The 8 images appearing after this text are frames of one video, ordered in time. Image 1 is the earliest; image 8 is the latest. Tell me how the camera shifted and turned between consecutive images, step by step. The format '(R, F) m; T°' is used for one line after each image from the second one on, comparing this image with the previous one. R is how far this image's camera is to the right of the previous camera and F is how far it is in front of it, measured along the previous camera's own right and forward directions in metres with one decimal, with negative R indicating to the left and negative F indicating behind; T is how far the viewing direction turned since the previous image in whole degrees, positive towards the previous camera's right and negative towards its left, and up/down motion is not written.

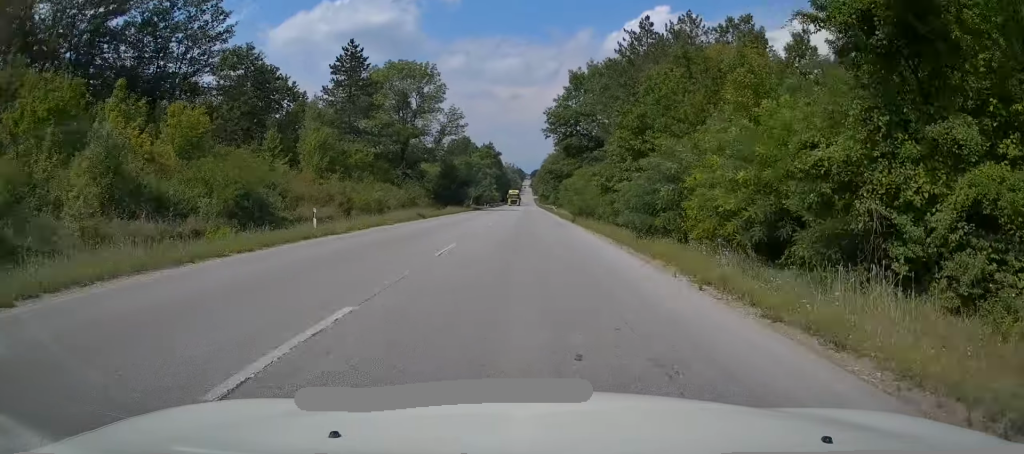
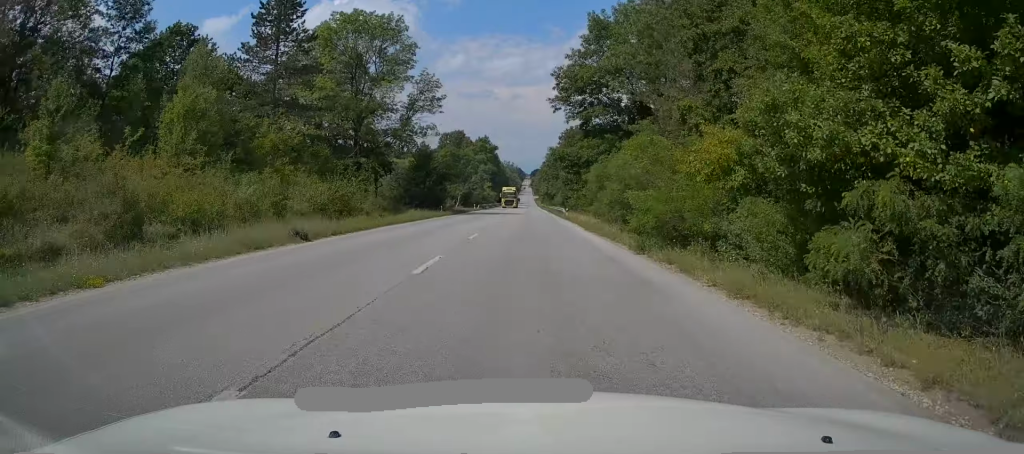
(+0.2, +20.6) m; +1°
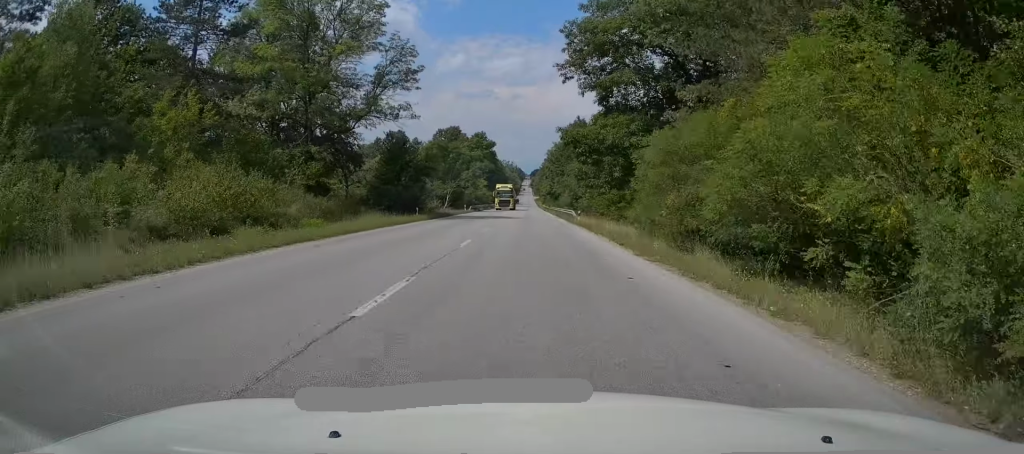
(+0.1, +12.4) m; 0°
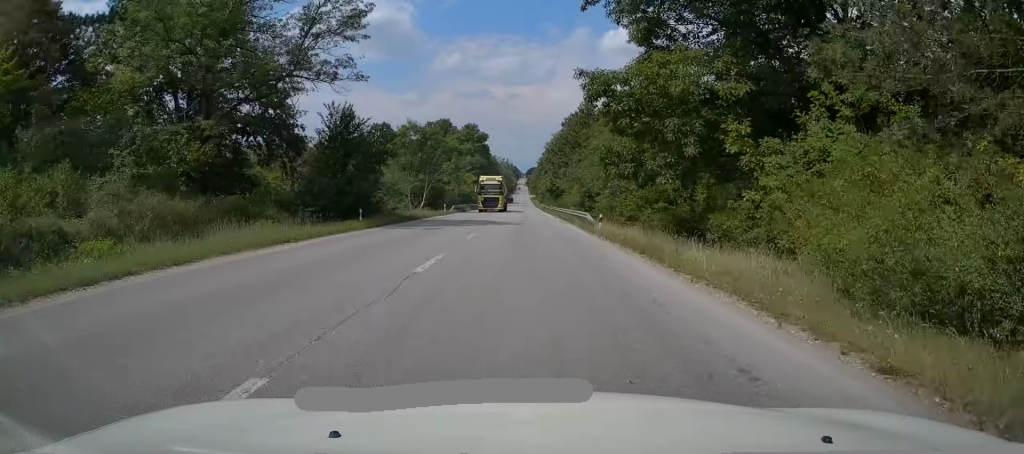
(0.0, +14.0) m; 0°
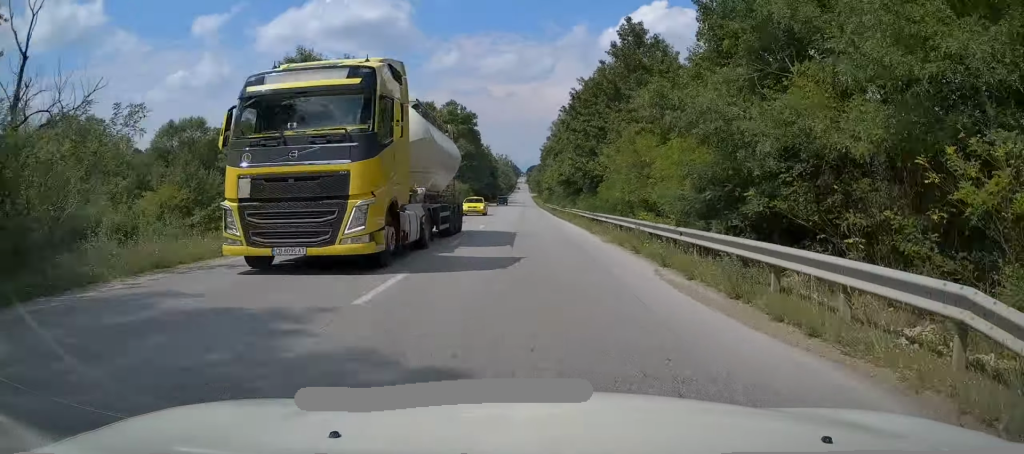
(0.0, +29.5) m; 0°
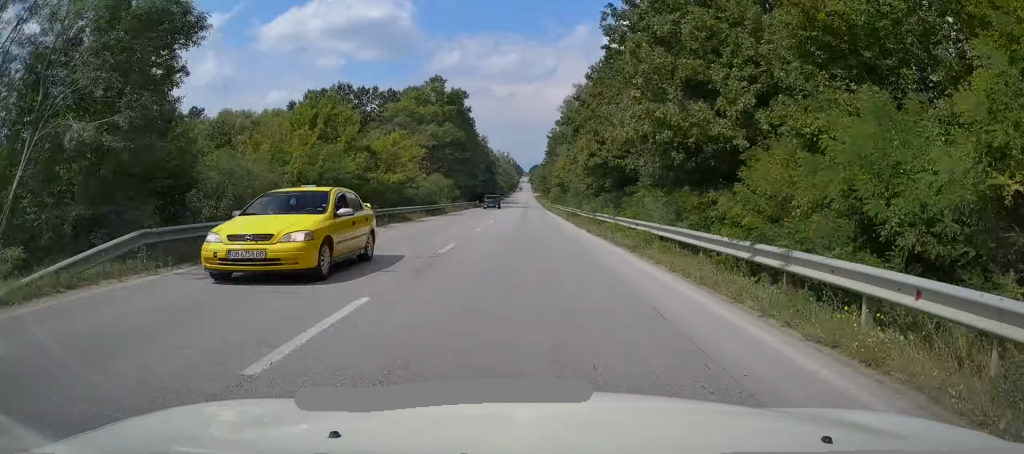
(0.0, +20.5) m; 0°
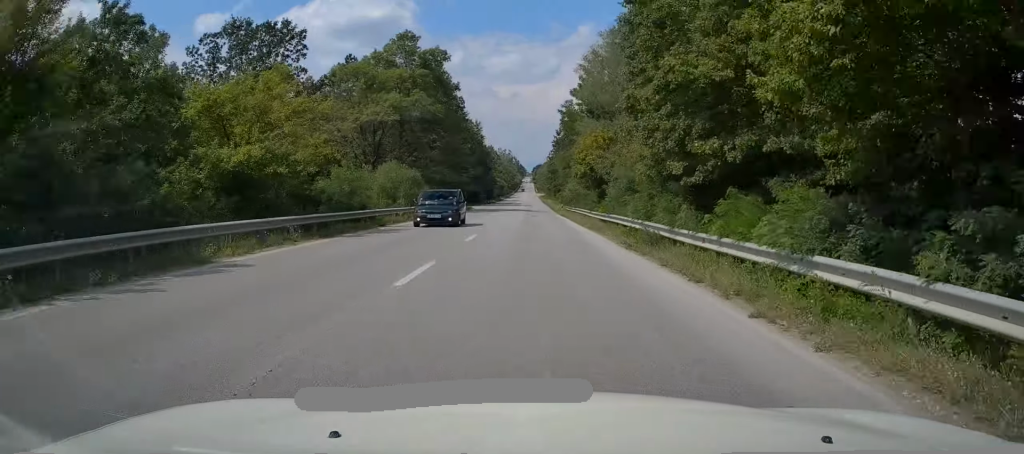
(0.0, +22.7) m; 0°
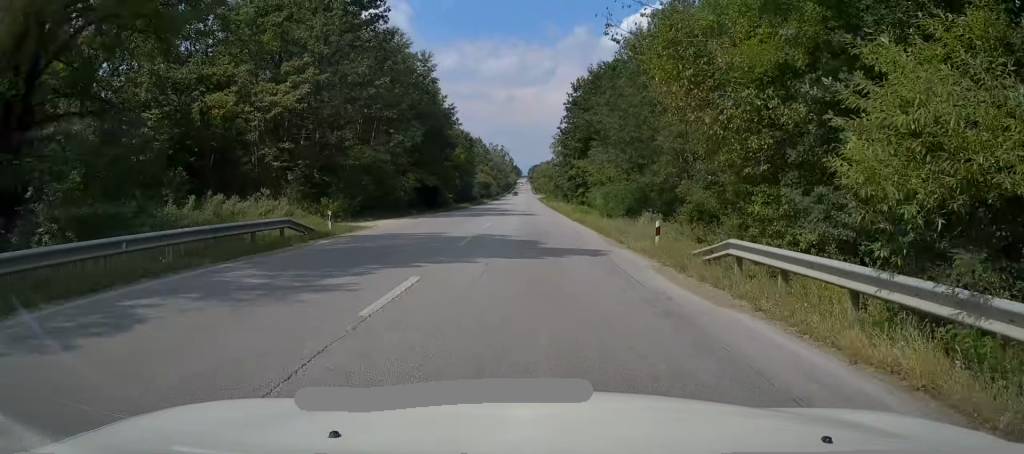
(+0.1, +46.7) m; -1°
